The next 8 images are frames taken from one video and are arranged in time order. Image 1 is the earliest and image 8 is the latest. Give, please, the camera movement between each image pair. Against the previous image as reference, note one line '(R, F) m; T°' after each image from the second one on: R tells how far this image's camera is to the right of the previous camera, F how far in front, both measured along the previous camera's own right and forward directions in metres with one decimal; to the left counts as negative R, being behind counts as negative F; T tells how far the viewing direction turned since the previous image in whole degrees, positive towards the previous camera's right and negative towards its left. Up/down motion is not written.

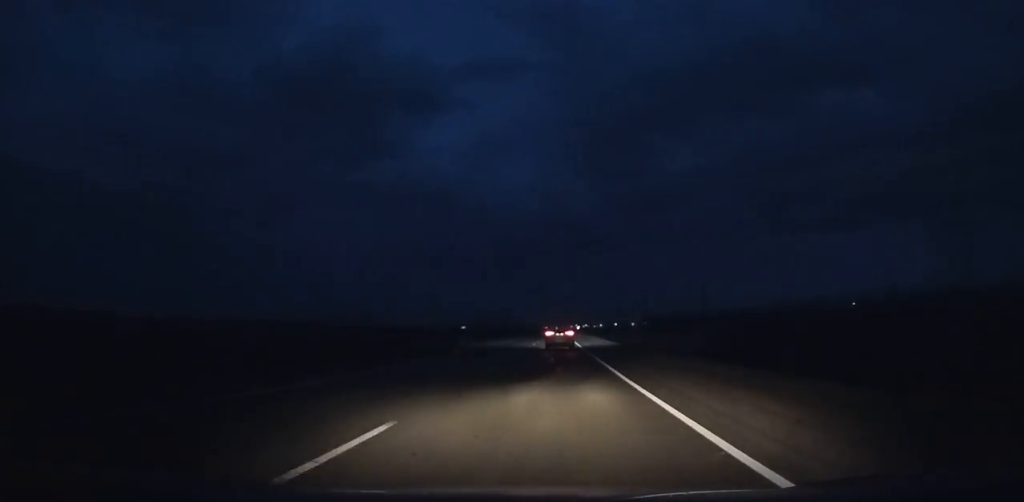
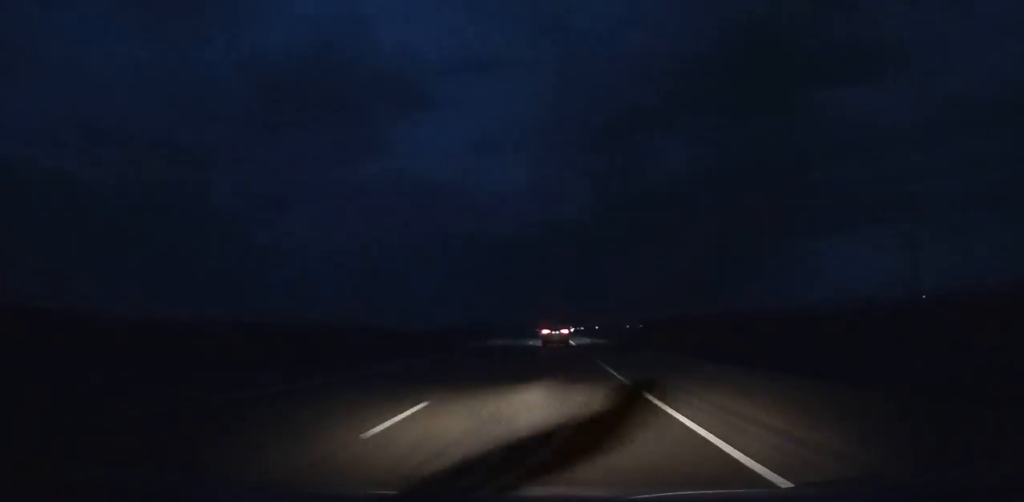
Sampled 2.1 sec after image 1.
(+0.1, +57.3) m; 0°
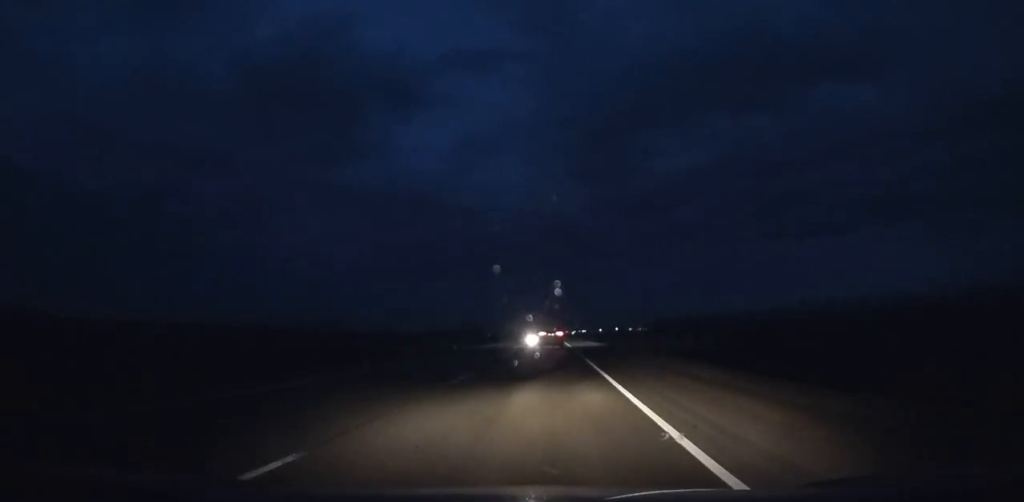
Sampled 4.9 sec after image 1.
(+0.3, +76.1) m; 0°
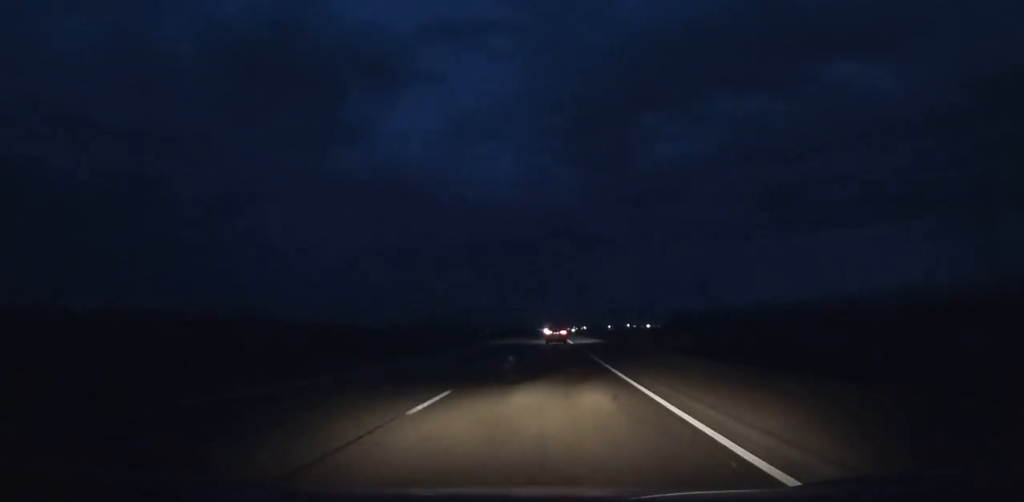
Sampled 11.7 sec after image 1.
(-0.3, +184.4) m; 0°
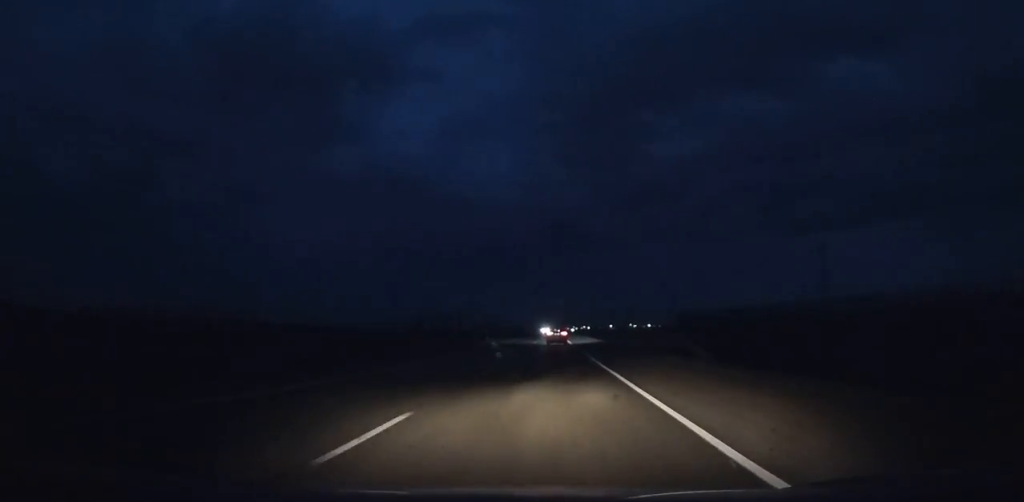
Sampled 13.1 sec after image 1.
(-0.1, +37.9) m; 0°
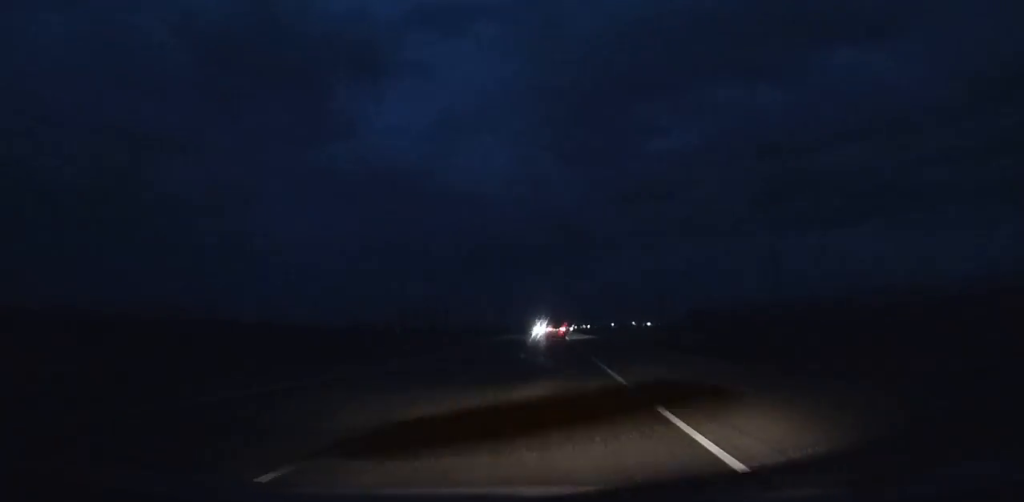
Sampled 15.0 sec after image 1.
(+0.1, +51.3) m; 0°
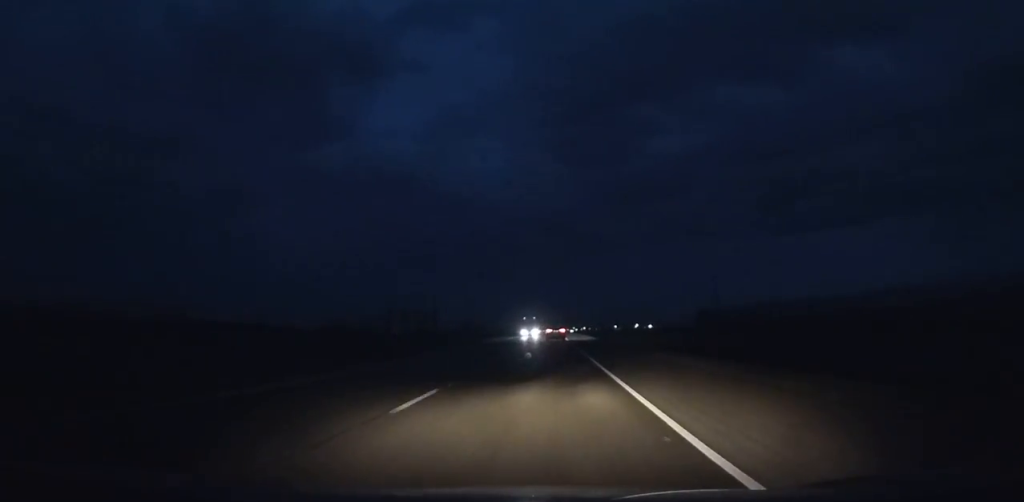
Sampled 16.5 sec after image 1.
(+0.1, +40.4) m; 0°
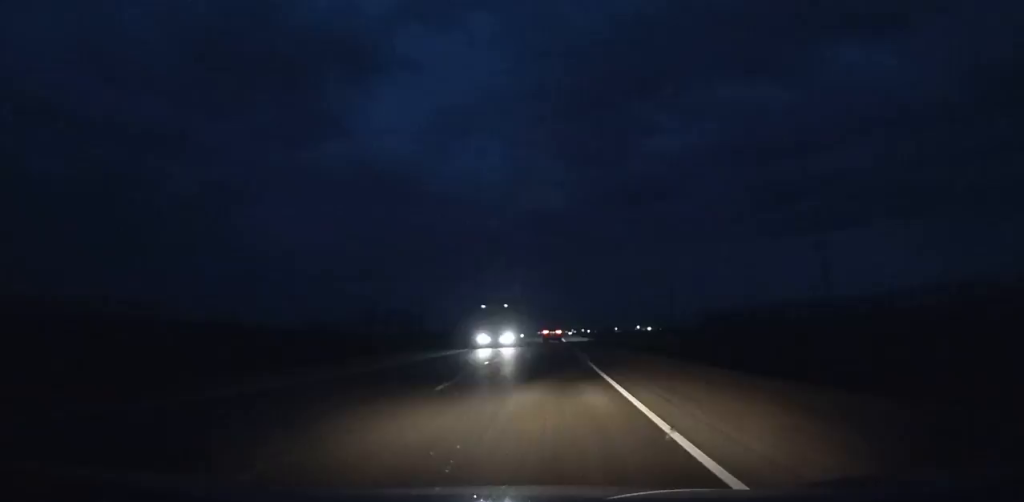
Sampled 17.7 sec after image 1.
(0.0, +32.2) m; 0°
